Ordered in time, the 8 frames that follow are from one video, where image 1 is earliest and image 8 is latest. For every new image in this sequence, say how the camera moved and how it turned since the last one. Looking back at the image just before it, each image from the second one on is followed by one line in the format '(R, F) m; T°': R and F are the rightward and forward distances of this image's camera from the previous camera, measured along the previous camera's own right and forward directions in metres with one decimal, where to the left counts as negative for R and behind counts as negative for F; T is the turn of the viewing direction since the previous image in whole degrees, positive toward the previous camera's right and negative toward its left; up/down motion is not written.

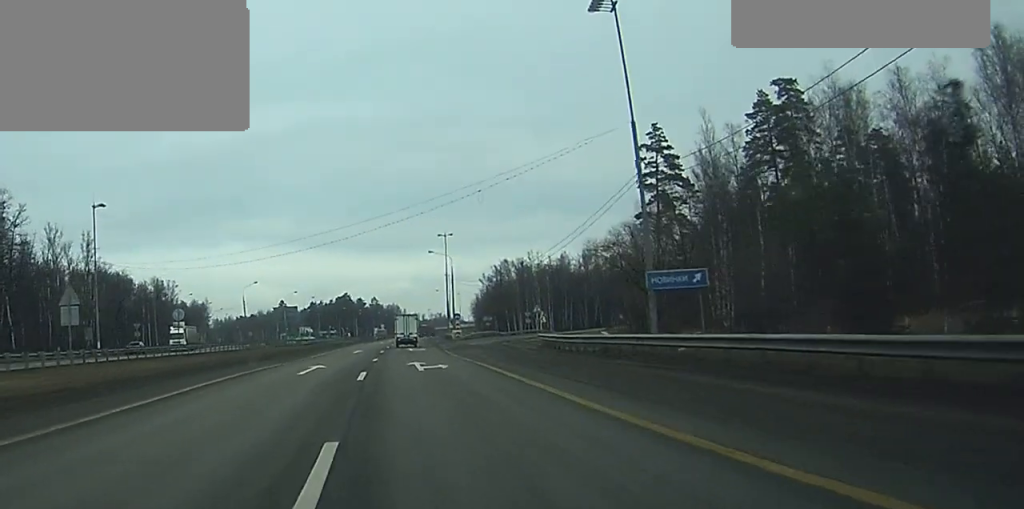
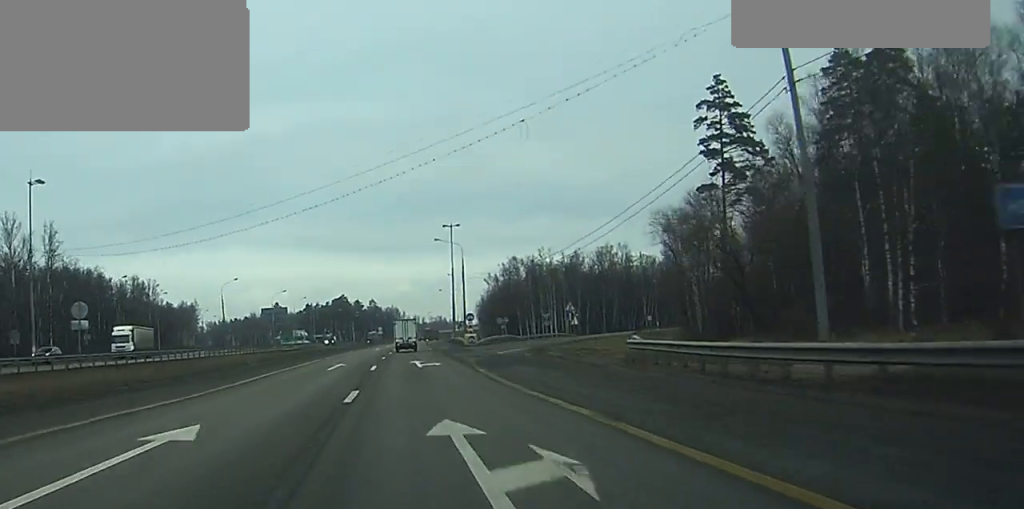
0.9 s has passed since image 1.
(0.0, +20.9) m; 0°
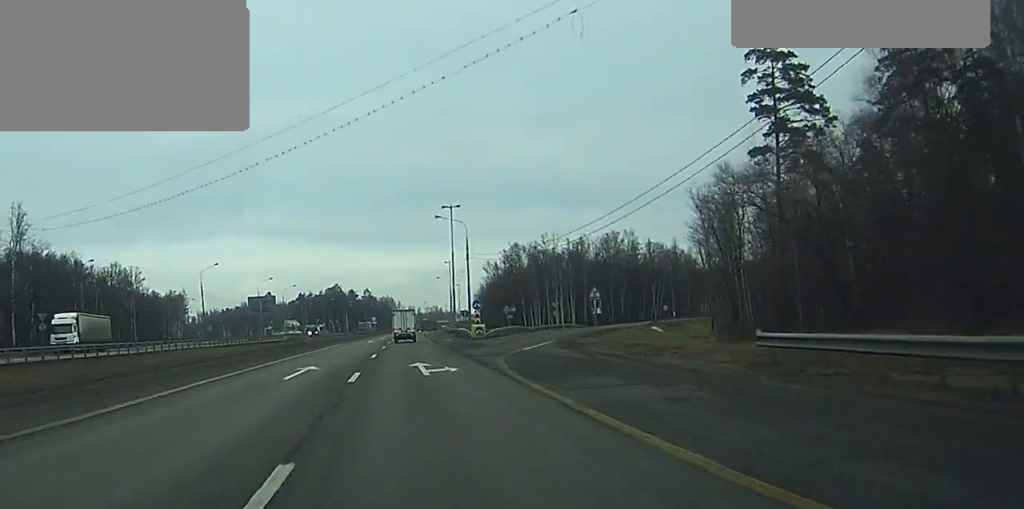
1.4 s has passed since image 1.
(0.0, +12.9) m; 0°
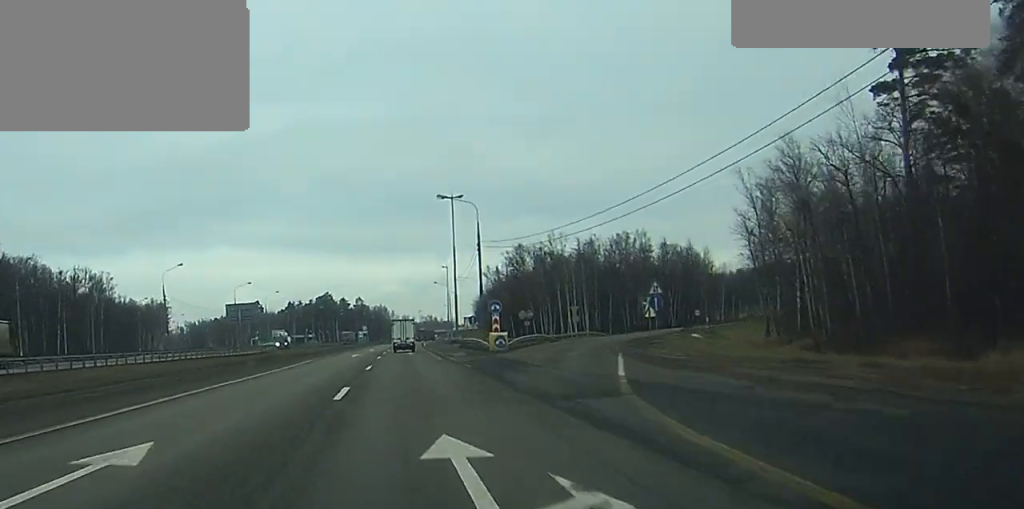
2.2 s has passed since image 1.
(0.0, +19.3) m; 0°
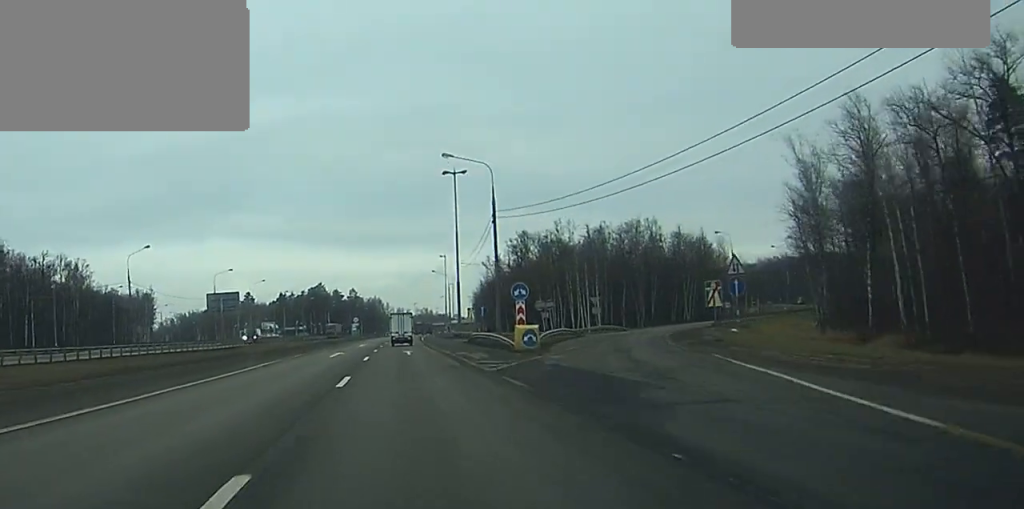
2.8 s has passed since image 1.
(0.0, +14.4) m; 0°
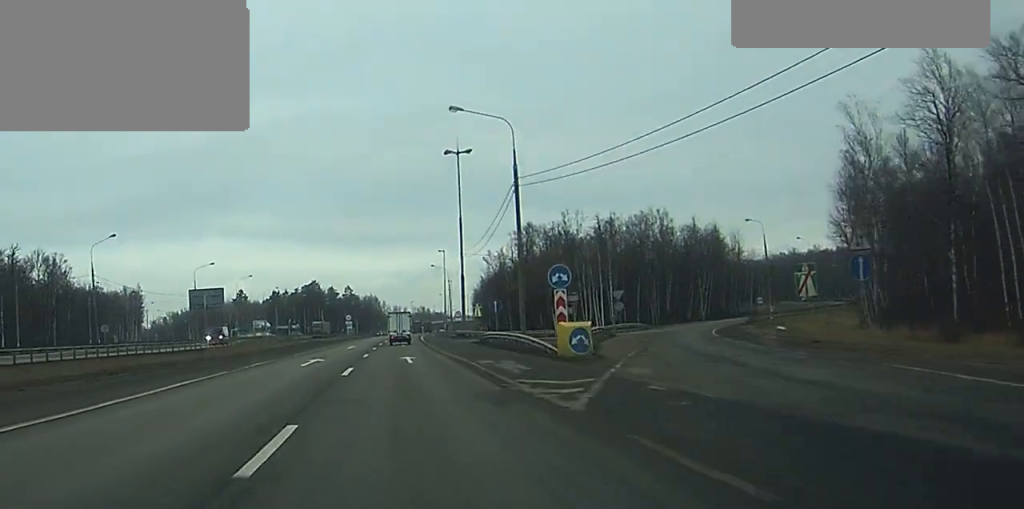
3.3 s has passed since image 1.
(0.0, +12.0) m; 0°
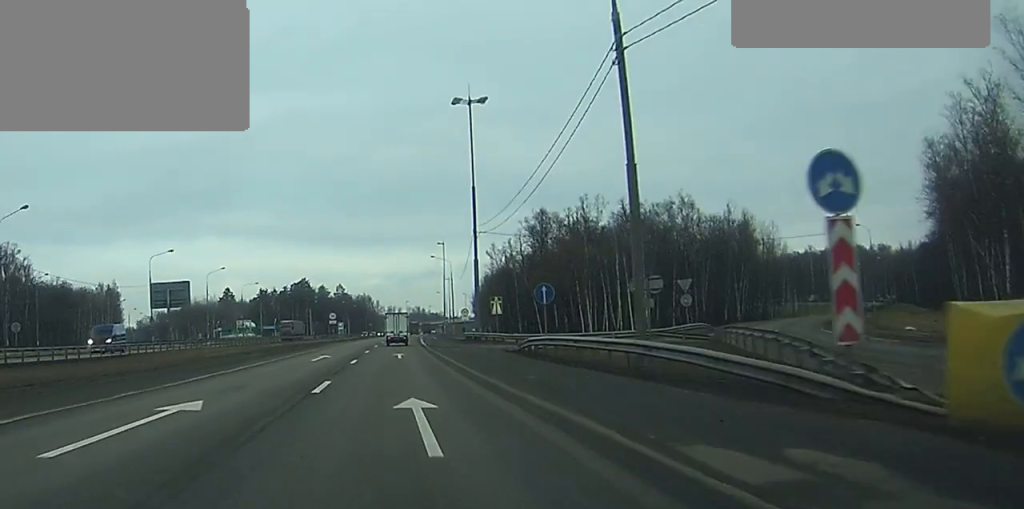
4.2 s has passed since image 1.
(0.0, +22.2) m; 0°
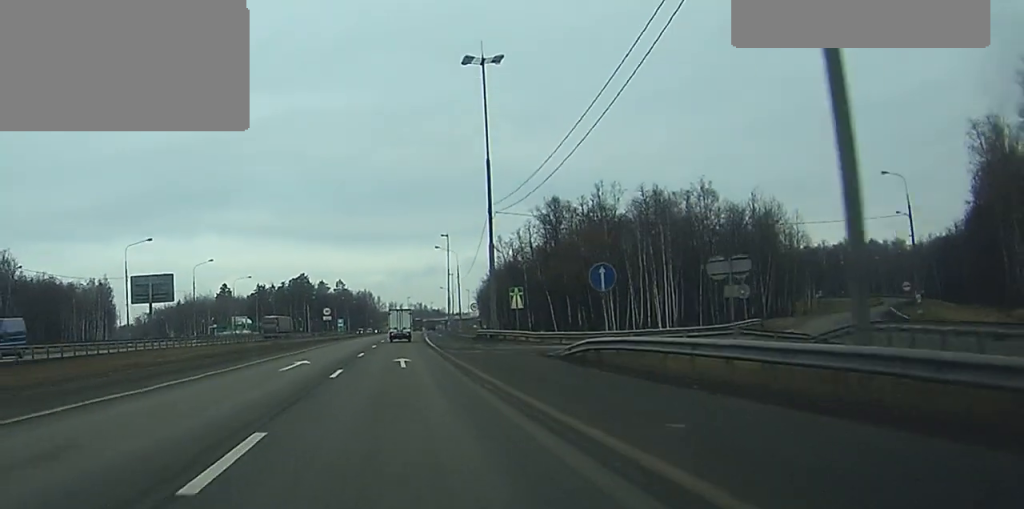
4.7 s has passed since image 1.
(0.0, +11.1) m; 0°
